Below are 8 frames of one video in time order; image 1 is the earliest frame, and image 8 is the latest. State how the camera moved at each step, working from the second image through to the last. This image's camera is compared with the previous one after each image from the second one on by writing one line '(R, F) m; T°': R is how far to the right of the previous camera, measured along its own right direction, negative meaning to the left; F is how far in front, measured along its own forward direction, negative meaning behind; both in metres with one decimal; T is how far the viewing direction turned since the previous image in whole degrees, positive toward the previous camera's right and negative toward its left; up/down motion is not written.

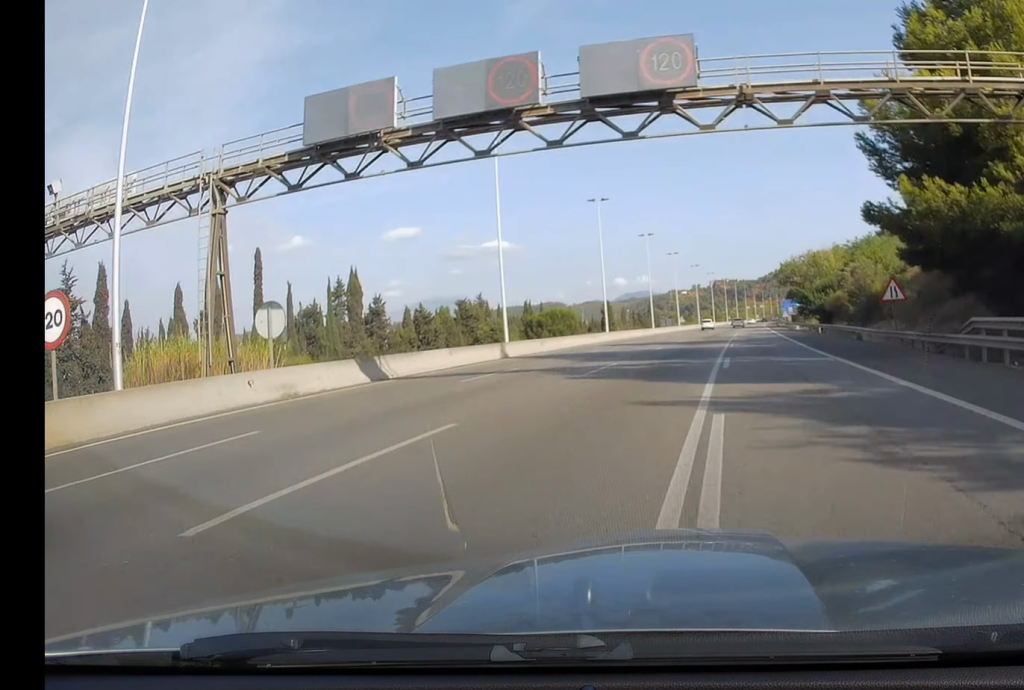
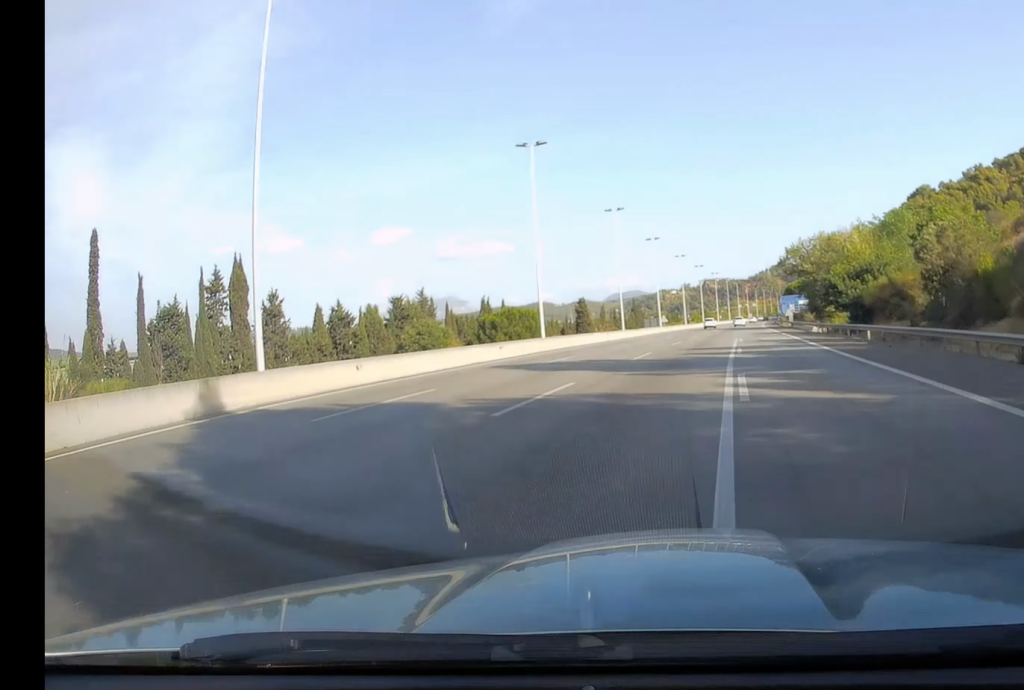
(+0.1, +26.4) m; +1°
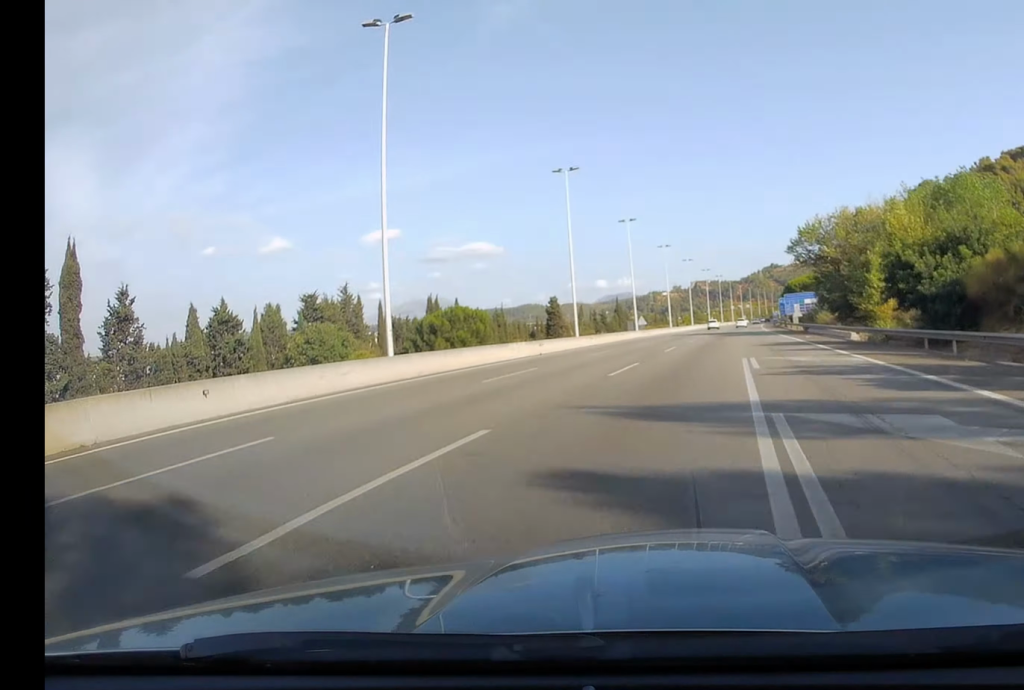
(+0.2, +25.1) m; +1°
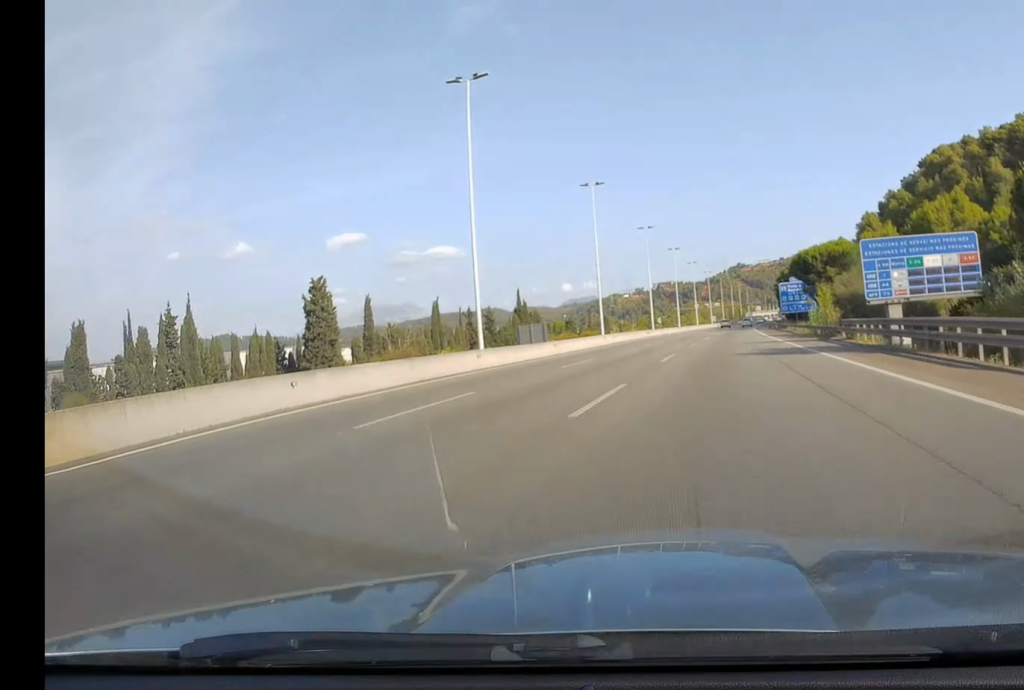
(+1.9, +94.0) m; +2°
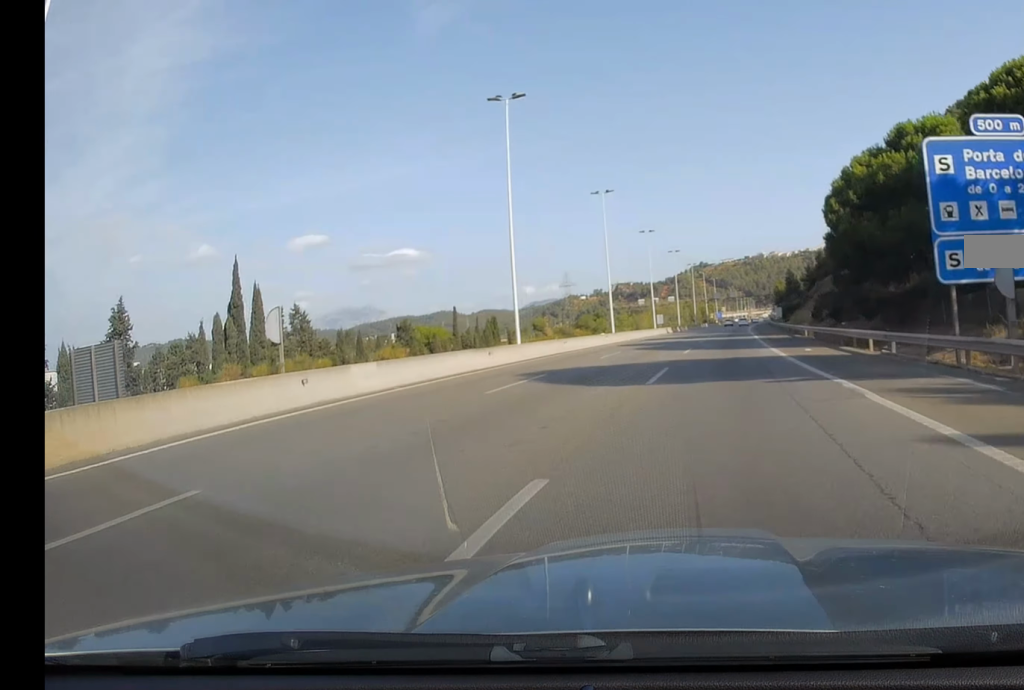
(+1.8, +95.8) m; +2°
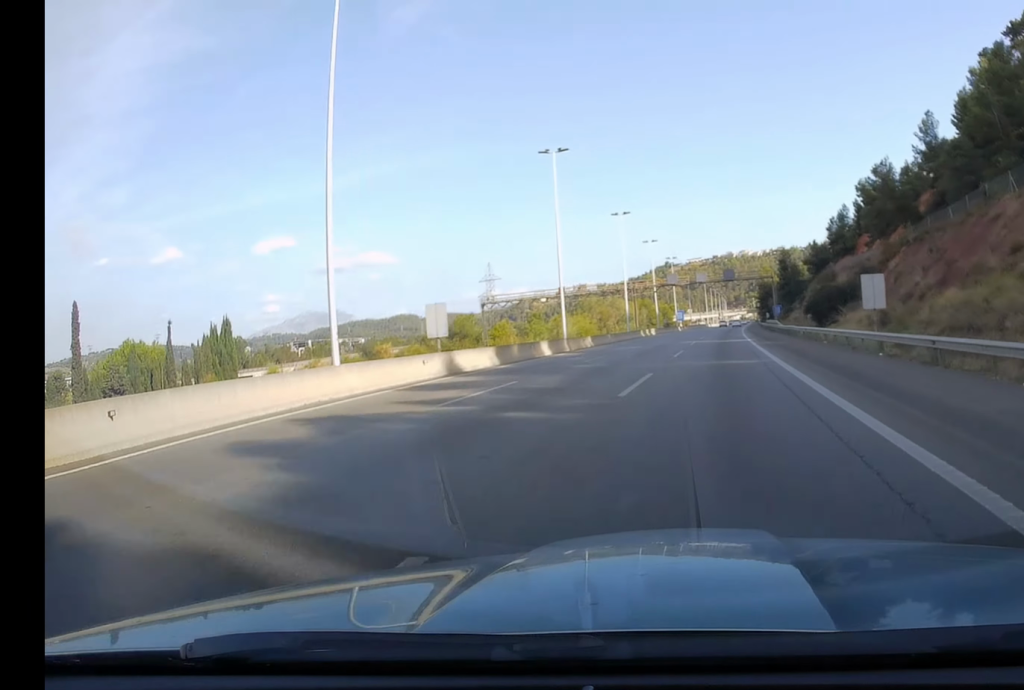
(+2.2, +87.0) m; +3°
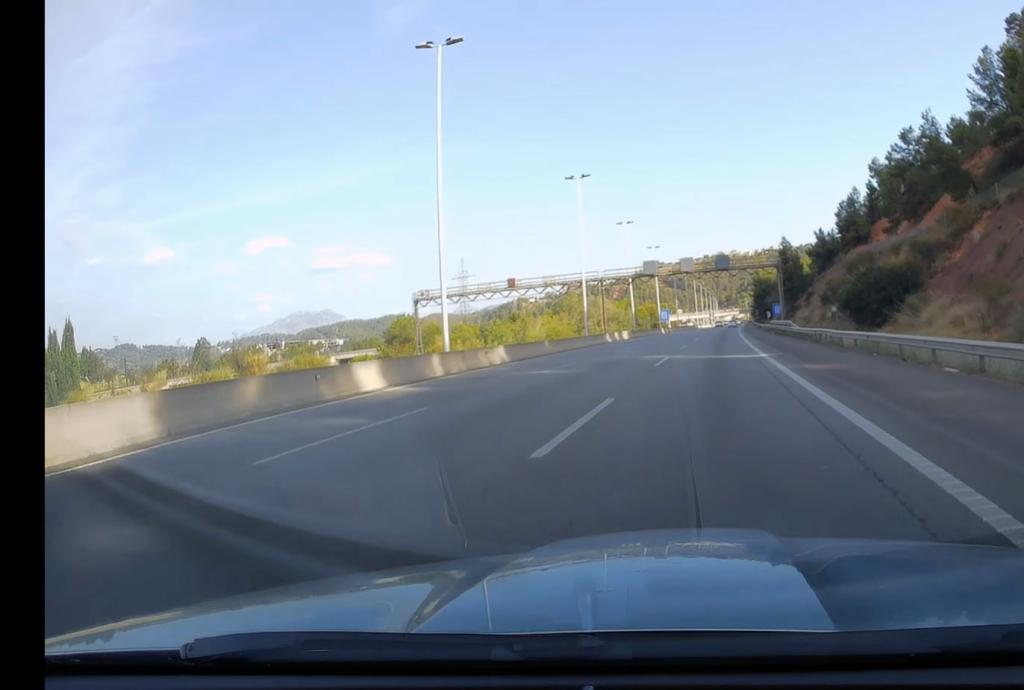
(+0.1, +23.7) m; +1°
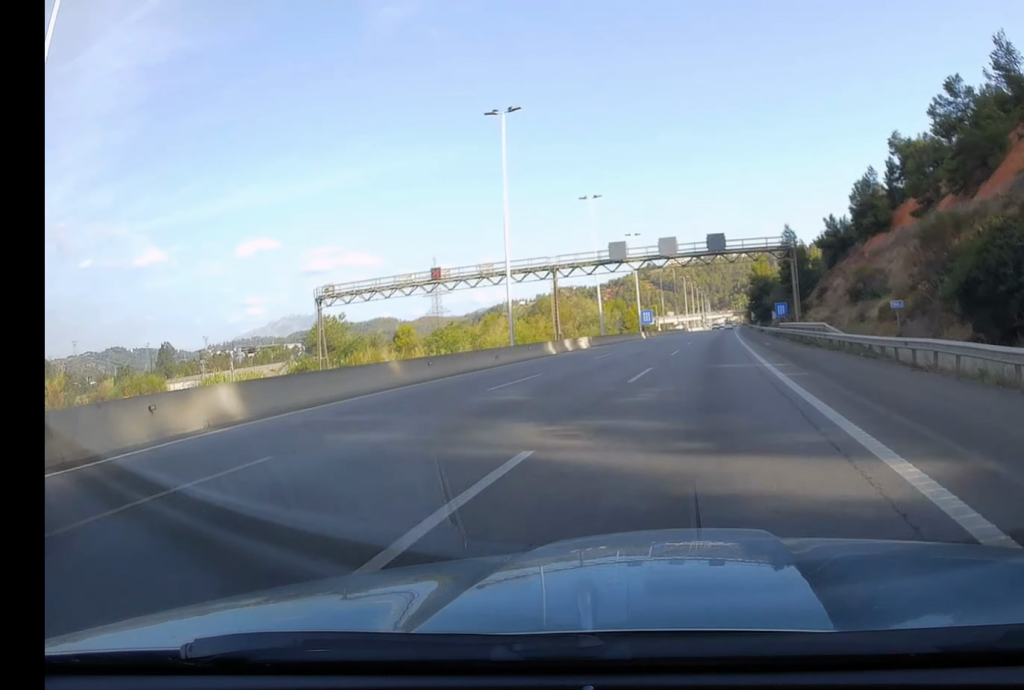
(+0.2, +22.7) m; 0°
